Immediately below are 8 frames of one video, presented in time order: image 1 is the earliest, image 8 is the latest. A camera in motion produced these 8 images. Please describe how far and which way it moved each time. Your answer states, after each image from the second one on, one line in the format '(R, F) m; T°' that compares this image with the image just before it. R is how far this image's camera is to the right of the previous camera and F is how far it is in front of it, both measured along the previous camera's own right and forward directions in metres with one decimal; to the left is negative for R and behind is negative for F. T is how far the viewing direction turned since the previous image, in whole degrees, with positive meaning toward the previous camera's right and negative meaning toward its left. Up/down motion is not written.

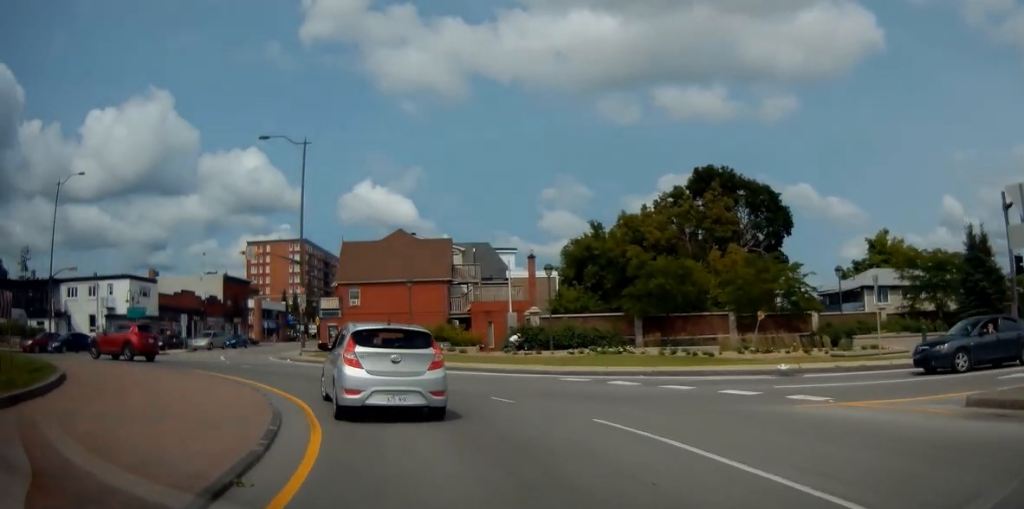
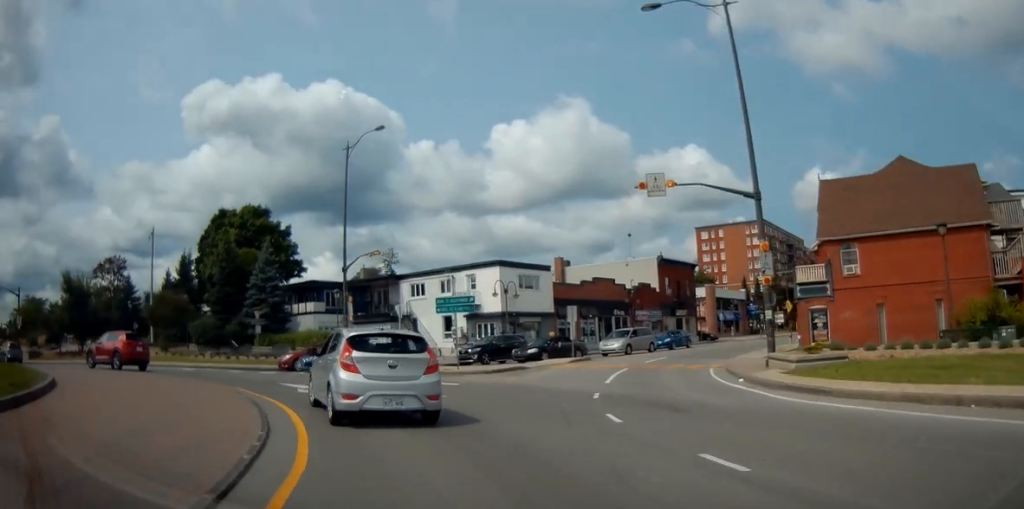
(-5.9, +15.5) m; -44°
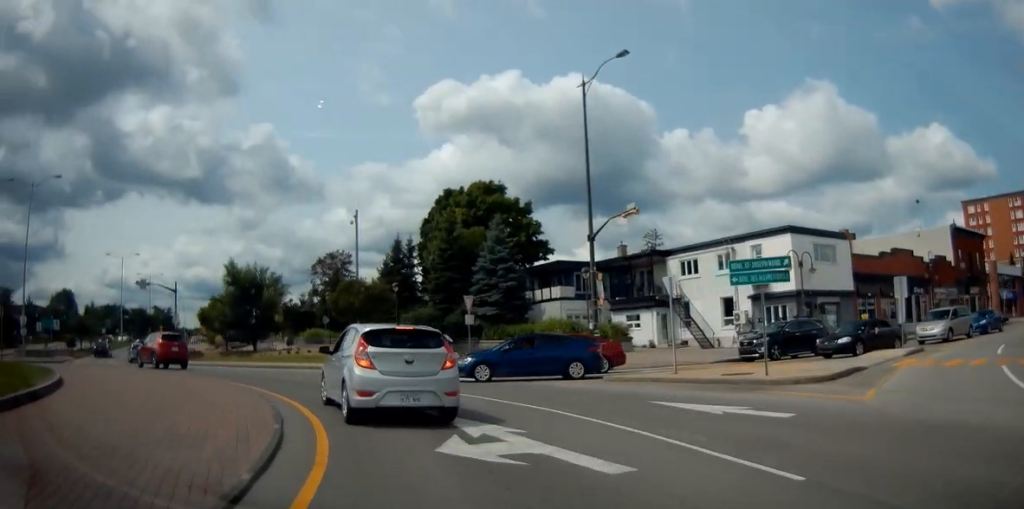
(-1.9, +8.7) m; -23°
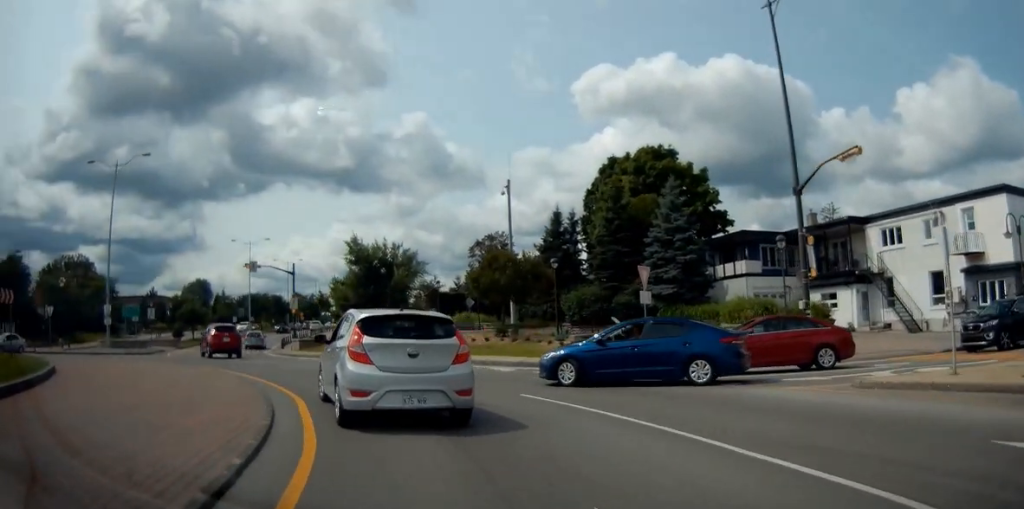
(-0.8, +5.6) m; -15°
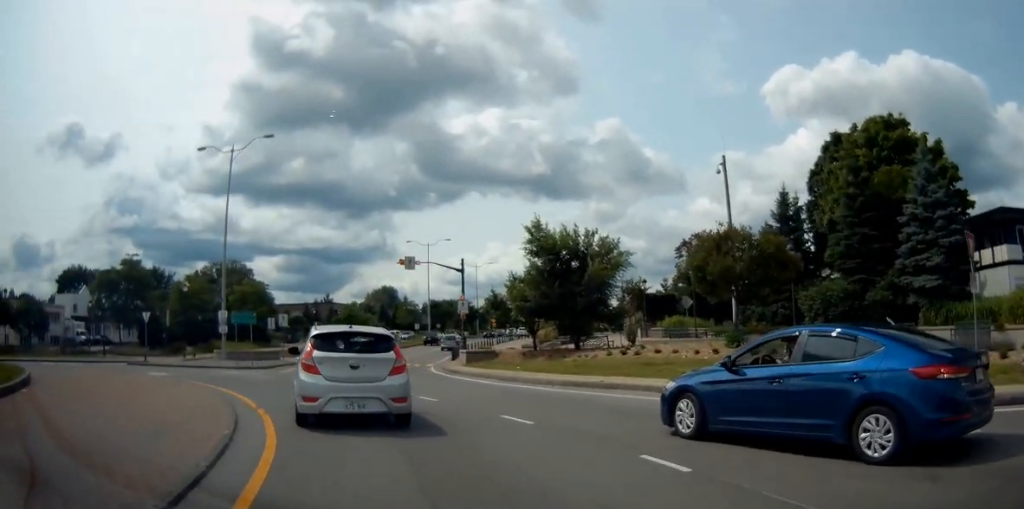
(-2.0, +8.8) m; -27°
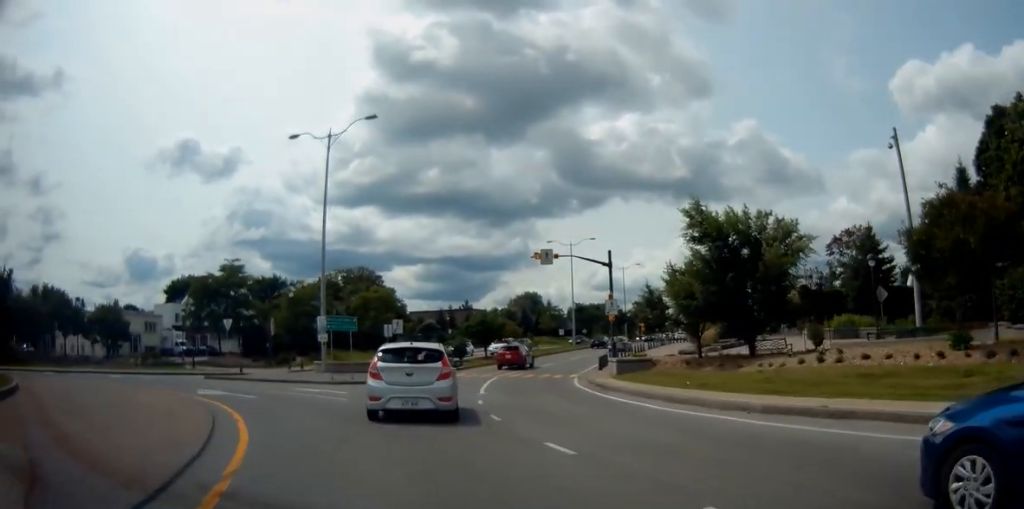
(-0.8, +5.8) m; -12°
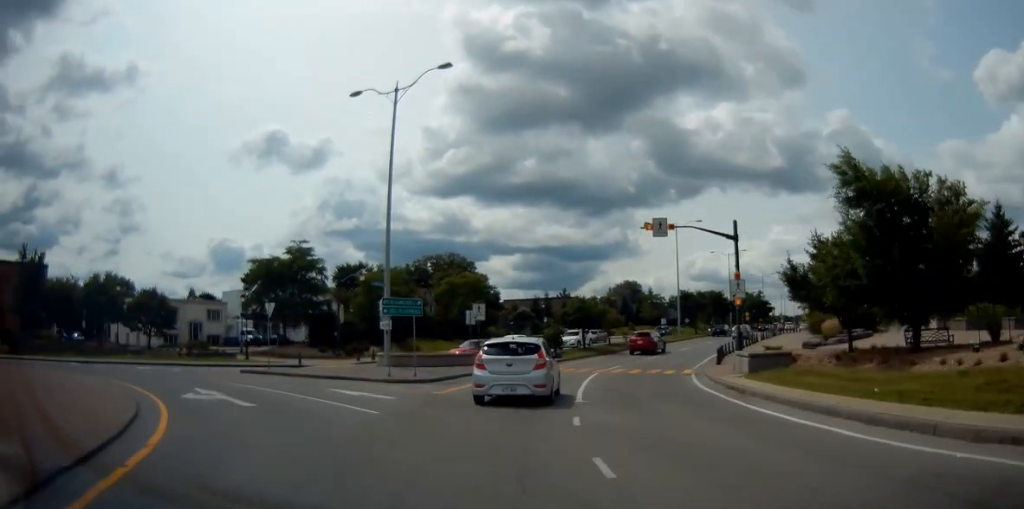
(-0.4, +5.4) m; -4°
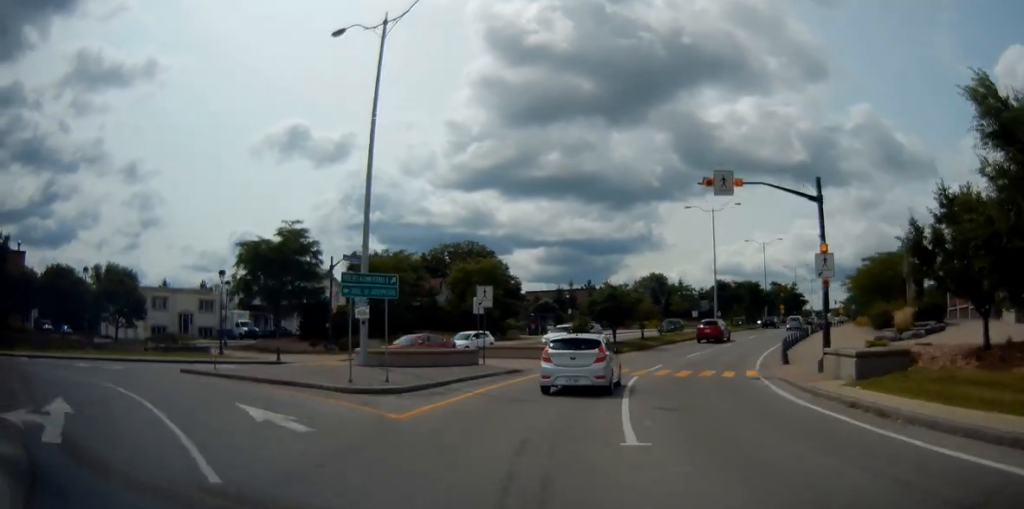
(-0.2, +6.1) m; -1°
